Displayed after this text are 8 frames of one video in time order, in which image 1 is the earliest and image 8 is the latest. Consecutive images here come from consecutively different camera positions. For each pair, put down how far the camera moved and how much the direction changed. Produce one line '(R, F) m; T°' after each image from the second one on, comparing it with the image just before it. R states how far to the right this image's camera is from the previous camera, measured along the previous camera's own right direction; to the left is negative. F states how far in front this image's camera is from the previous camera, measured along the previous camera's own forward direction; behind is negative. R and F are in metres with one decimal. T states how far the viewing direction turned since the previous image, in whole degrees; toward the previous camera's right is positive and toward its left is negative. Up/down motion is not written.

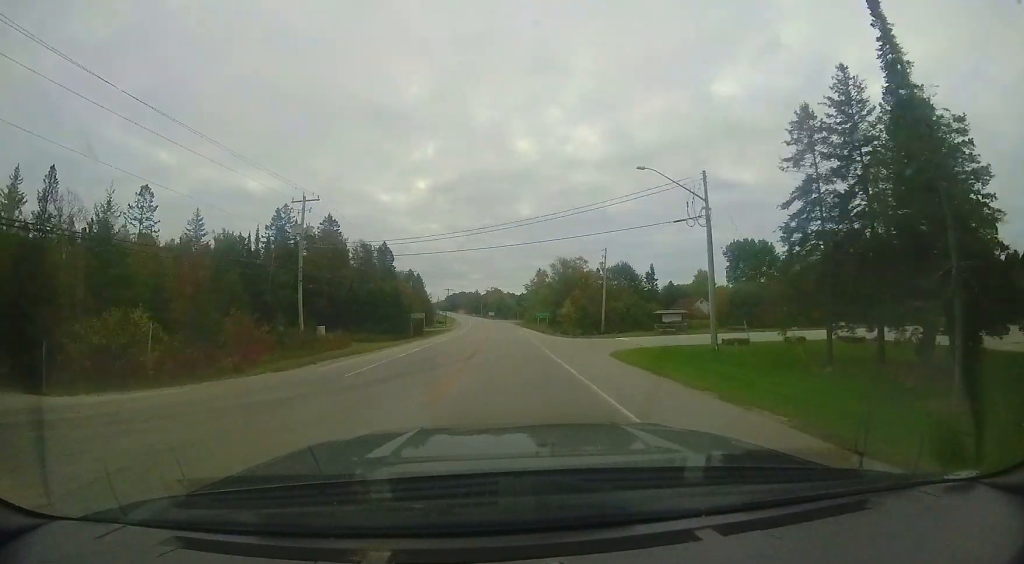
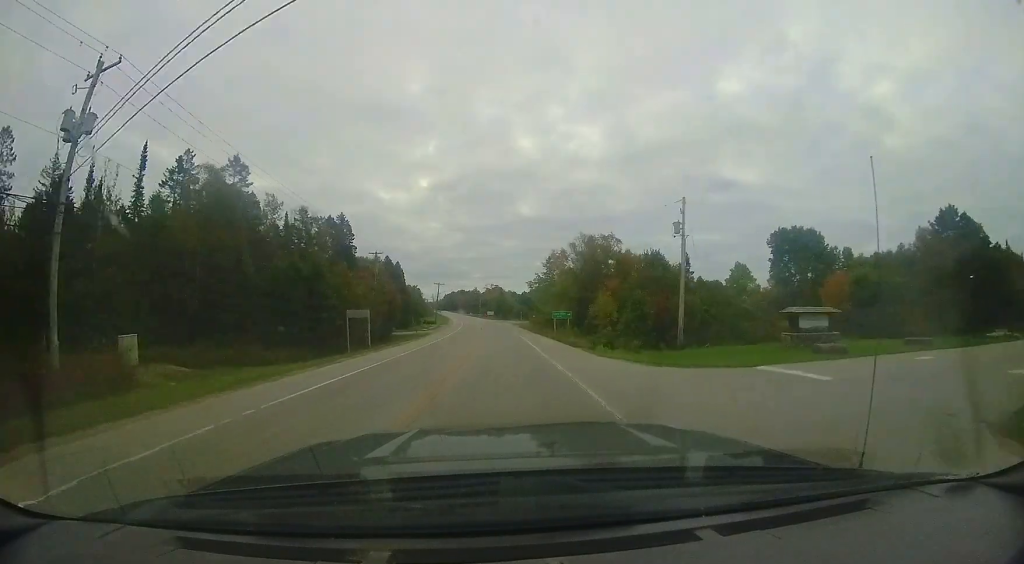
(-0.1, +16.3) m; -1°
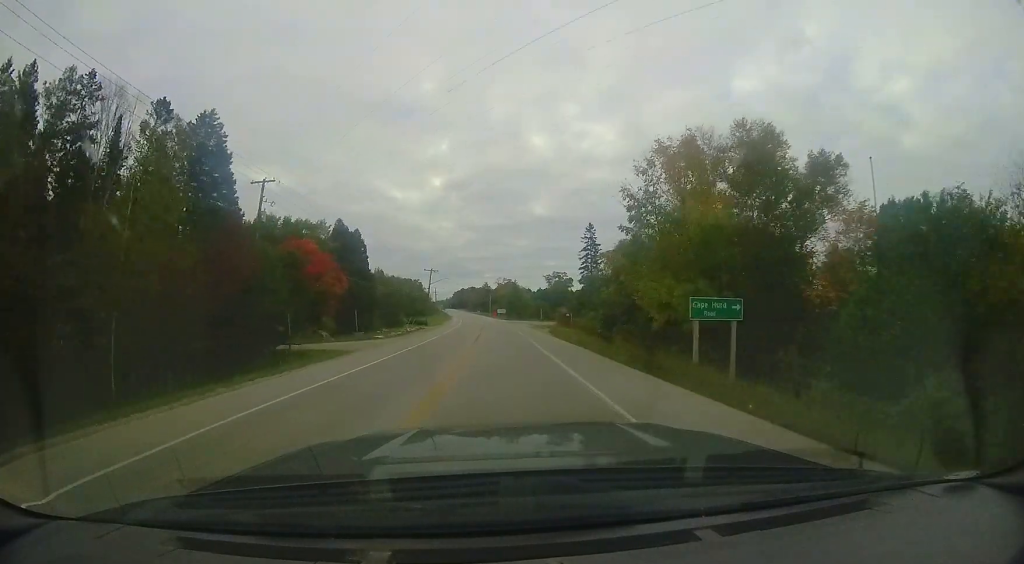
(-0.4, +24.4) m; -2°
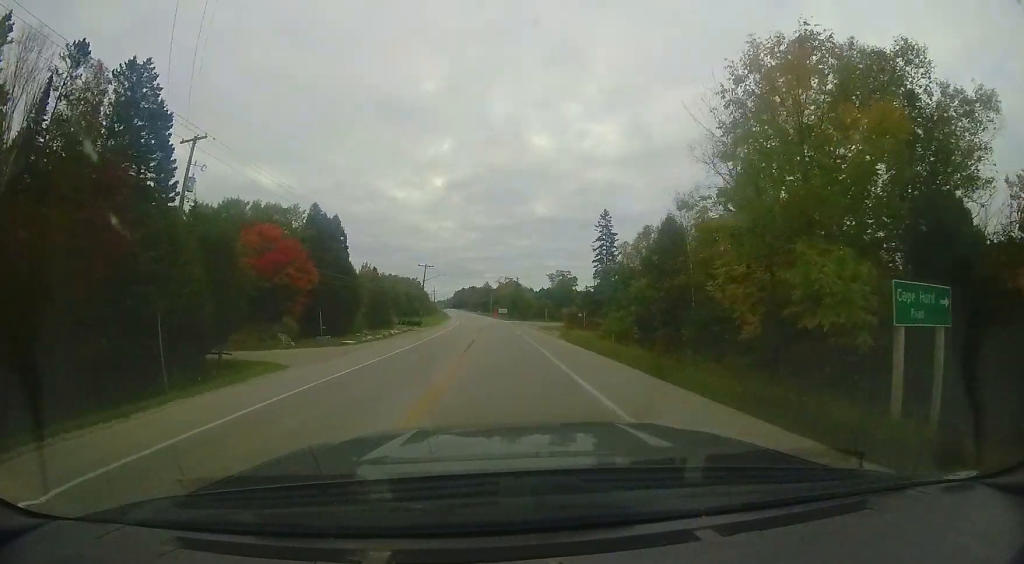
(-0.1, +10.5) m; -1°
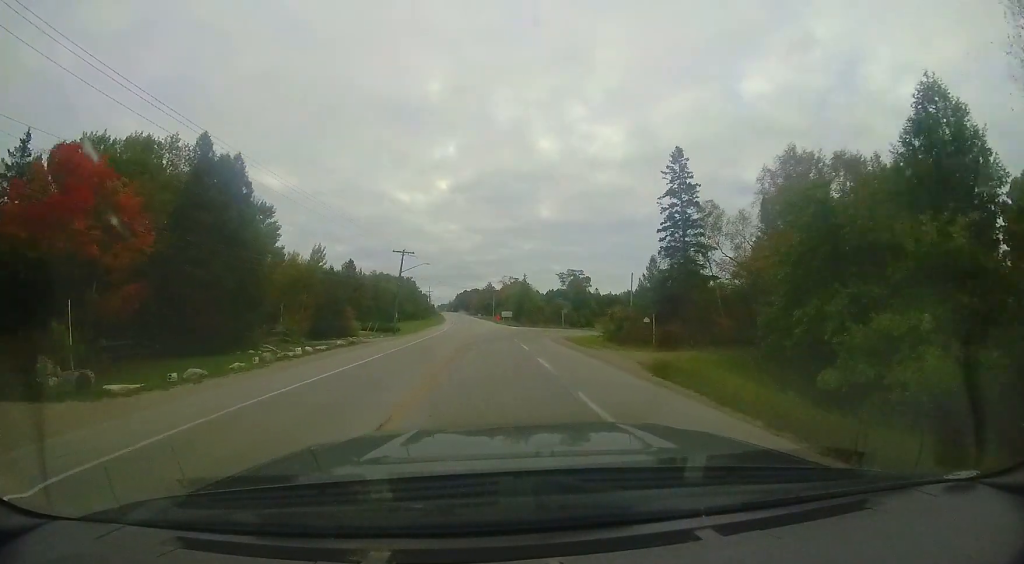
(-0.1, +16.7) m; 0°
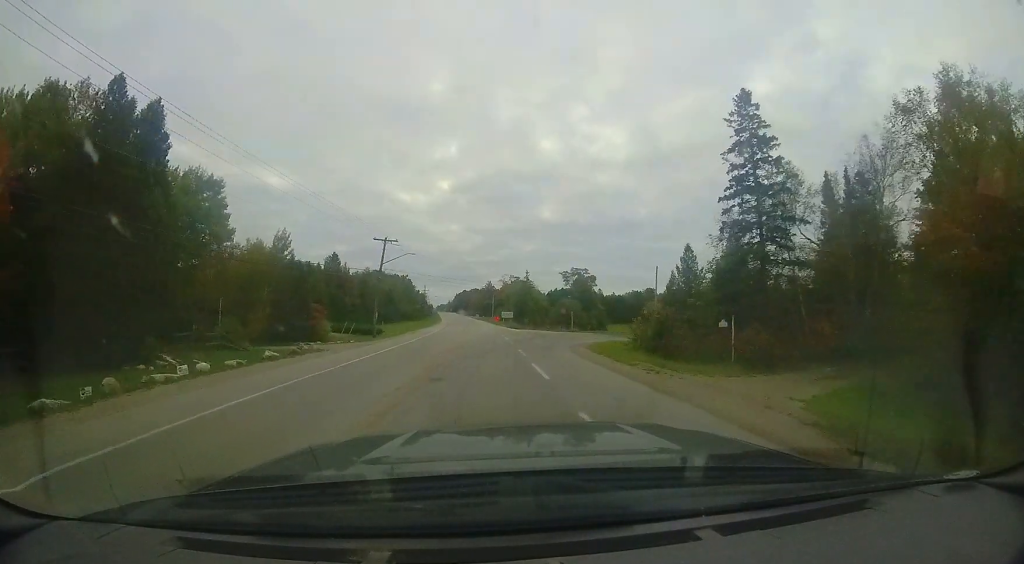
(0.0, +10.1) m; 0°
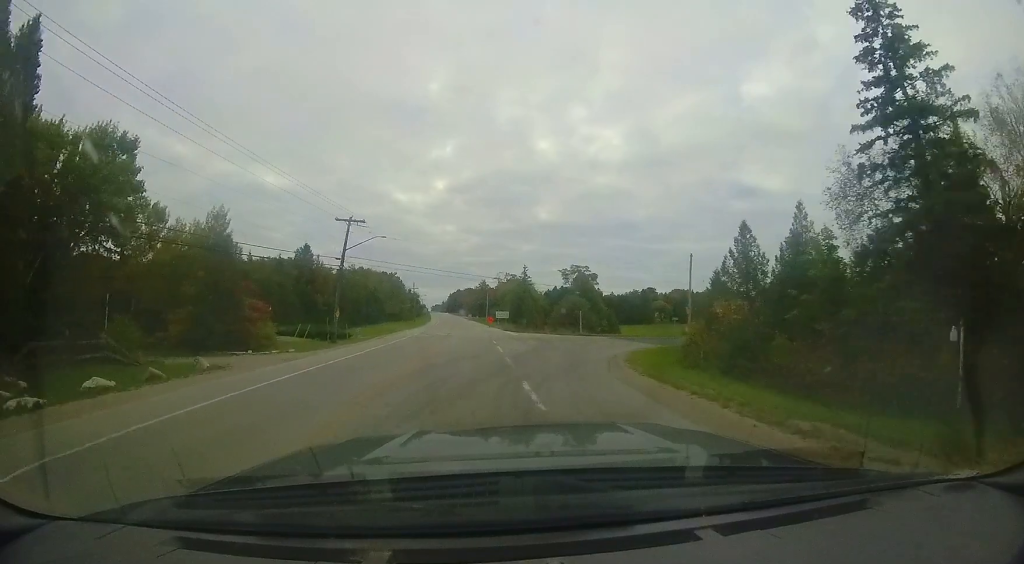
(0.0, +10.7) m; +2°
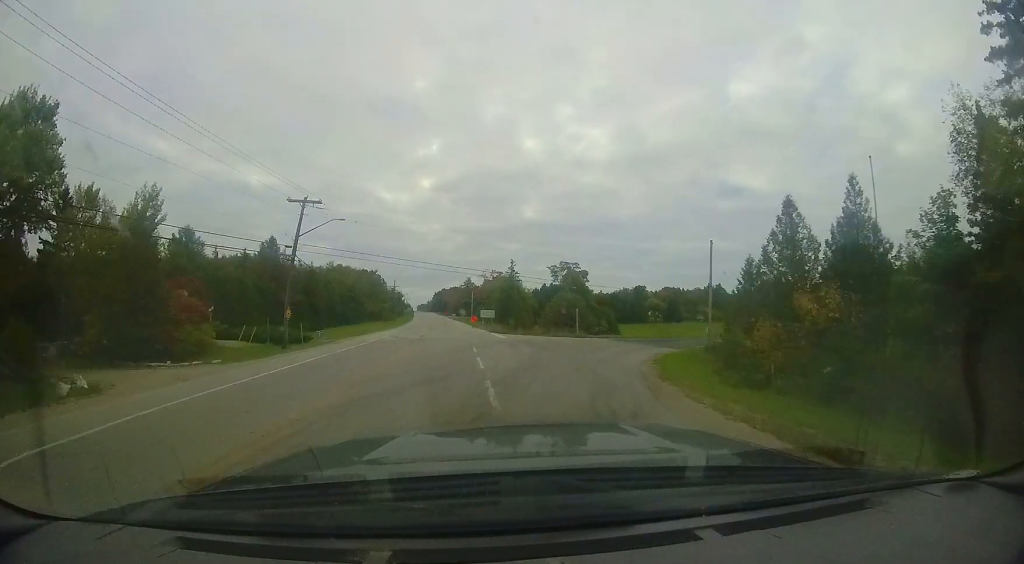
(-0.1, +6.7) m; +2°
